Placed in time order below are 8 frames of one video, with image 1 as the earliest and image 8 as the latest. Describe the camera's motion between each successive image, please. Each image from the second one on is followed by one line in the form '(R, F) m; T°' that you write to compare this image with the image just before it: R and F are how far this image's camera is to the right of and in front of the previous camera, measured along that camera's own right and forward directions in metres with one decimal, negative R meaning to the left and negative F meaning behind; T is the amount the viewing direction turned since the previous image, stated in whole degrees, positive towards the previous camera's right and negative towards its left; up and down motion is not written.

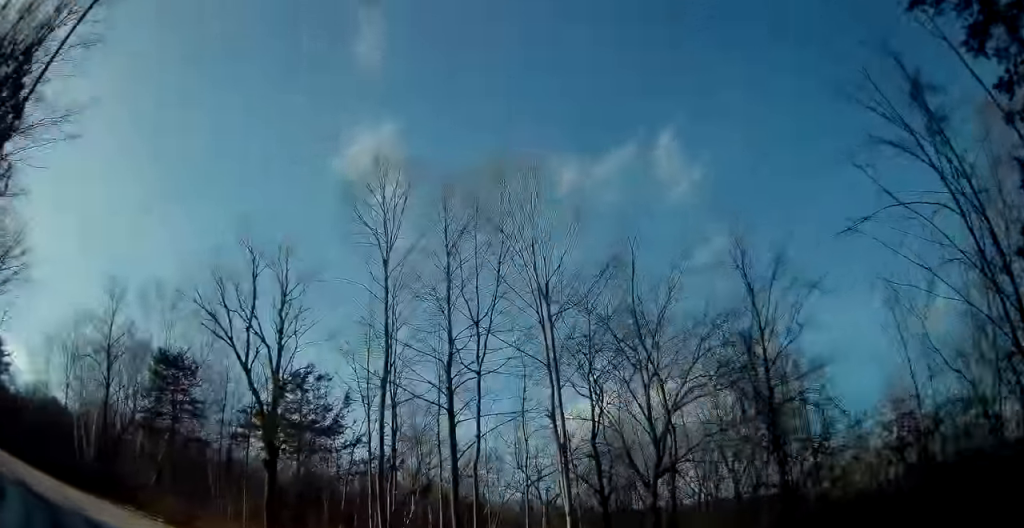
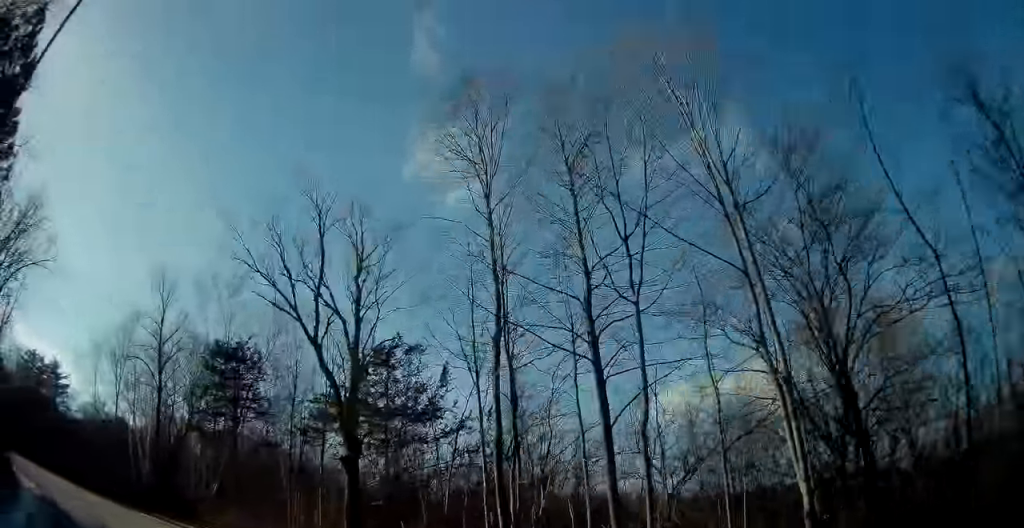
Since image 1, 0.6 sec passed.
(-0.8, +4.8) m; -10°
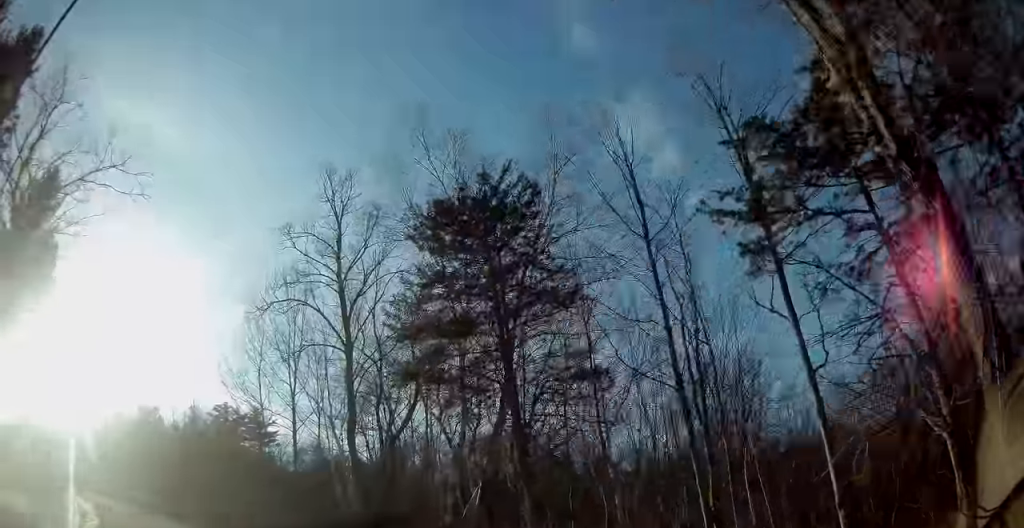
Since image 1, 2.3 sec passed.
(-0.3, +16.5) m; -10°
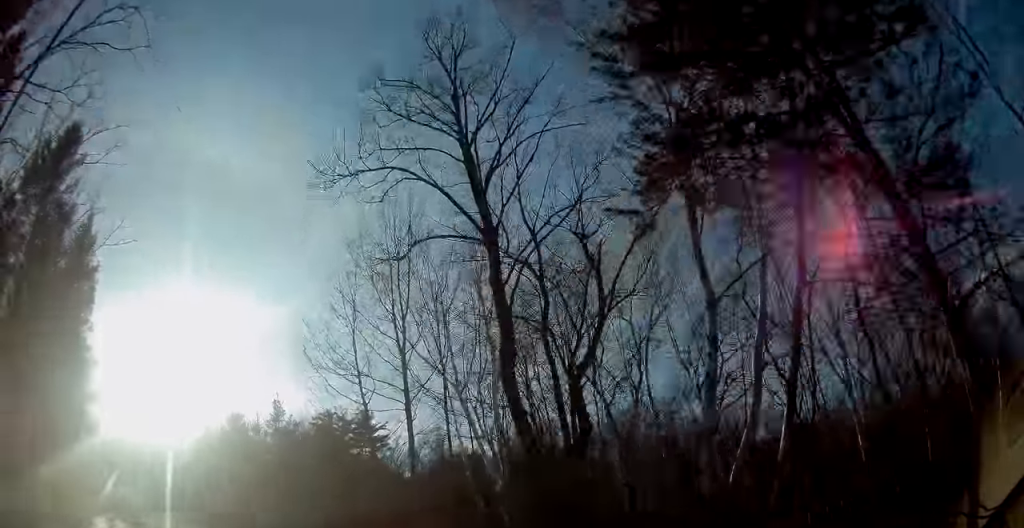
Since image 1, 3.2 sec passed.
(-1.1, +8.6) m; -13°
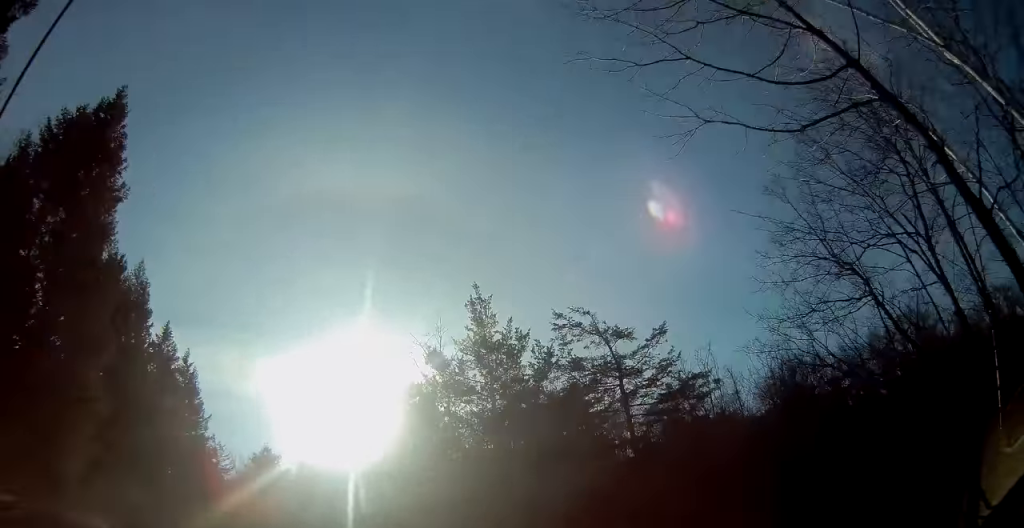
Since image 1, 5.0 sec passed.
(-4.1, +18.6) m; -20°
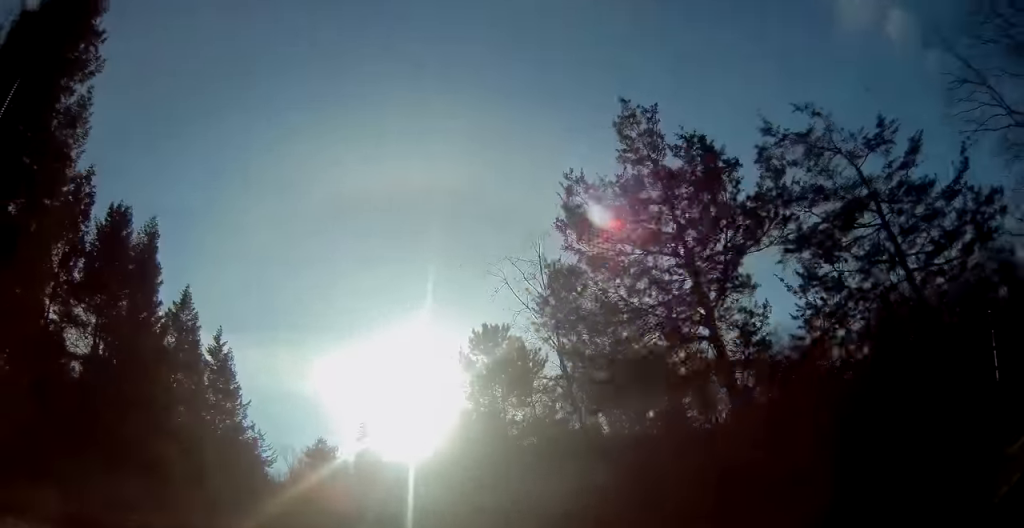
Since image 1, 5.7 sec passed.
(-0.4, +8.8) m; -4°
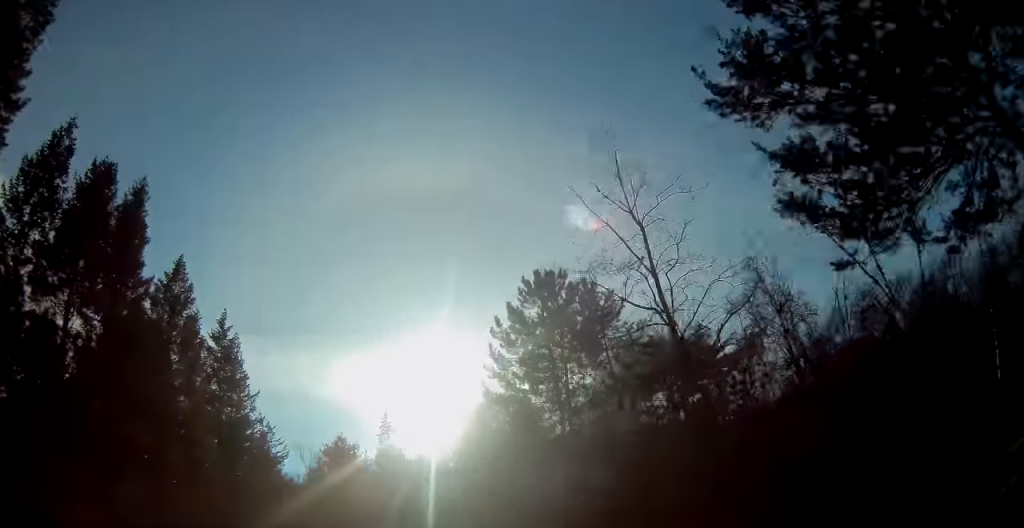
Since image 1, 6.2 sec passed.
(-0.1, +6.0) m; -1°
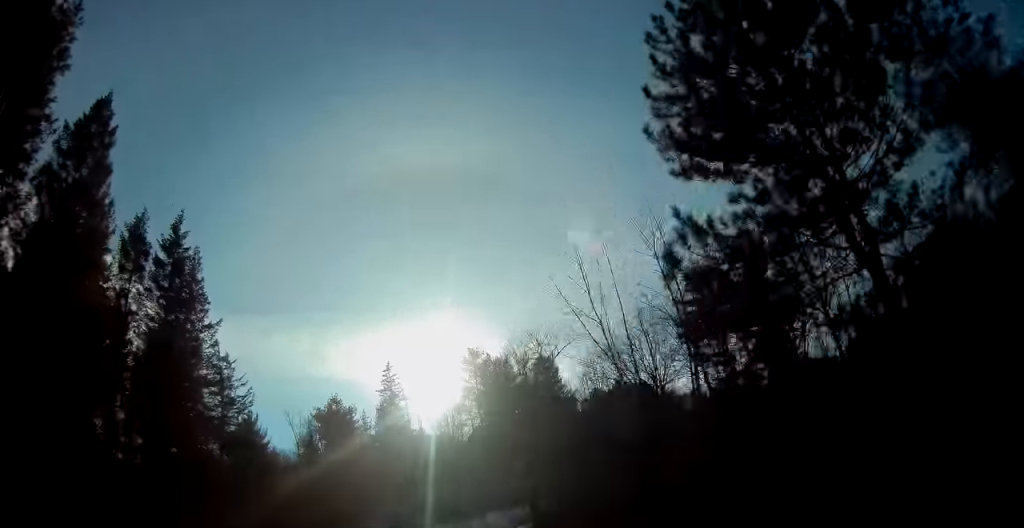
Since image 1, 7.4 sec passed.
(-0.3, +14.0) m; -1°
